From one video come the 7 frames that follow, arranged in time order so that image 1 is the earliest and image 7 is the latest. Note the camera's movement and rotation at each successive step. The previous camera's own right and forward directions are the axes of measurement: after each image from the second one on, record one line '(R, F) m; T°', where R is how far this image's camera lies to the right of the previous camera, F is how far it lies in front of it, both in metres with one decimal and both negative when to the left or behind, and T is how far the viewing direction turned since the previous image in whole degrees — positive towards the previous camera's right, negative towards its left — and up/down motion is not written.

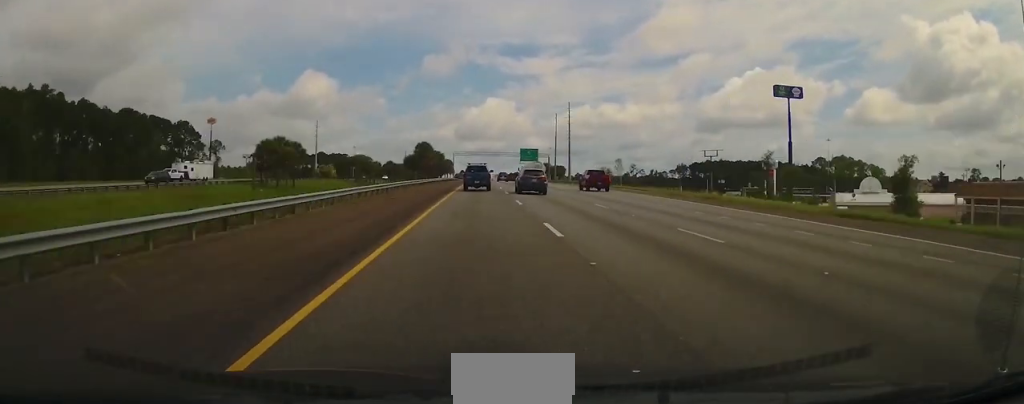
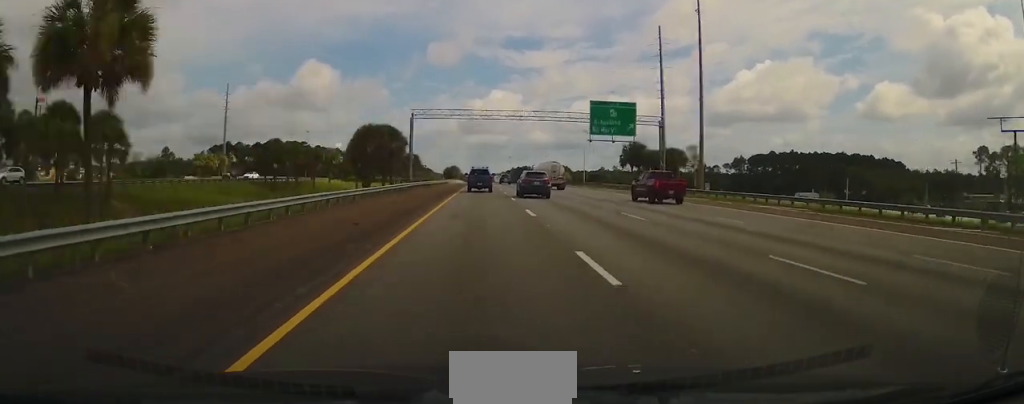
(+0.6, +108.8) m; 0°
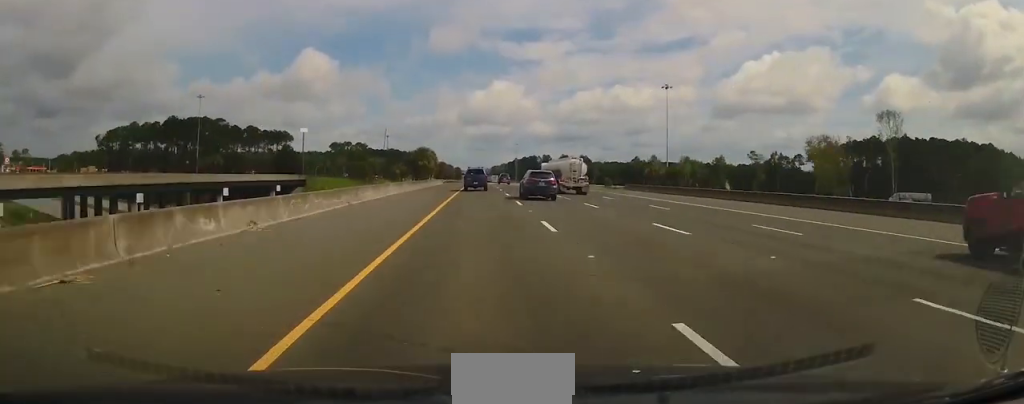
(+0.1, +112.0) m; 0°
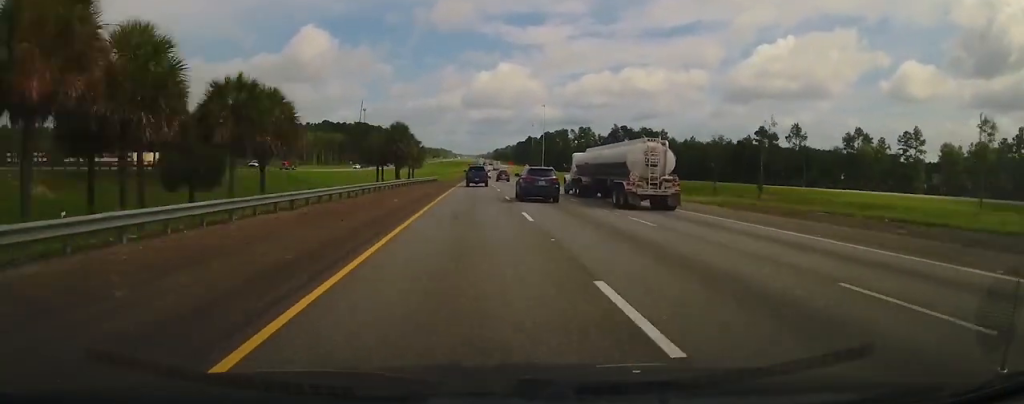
(-1.3, +171.9) m; 0°
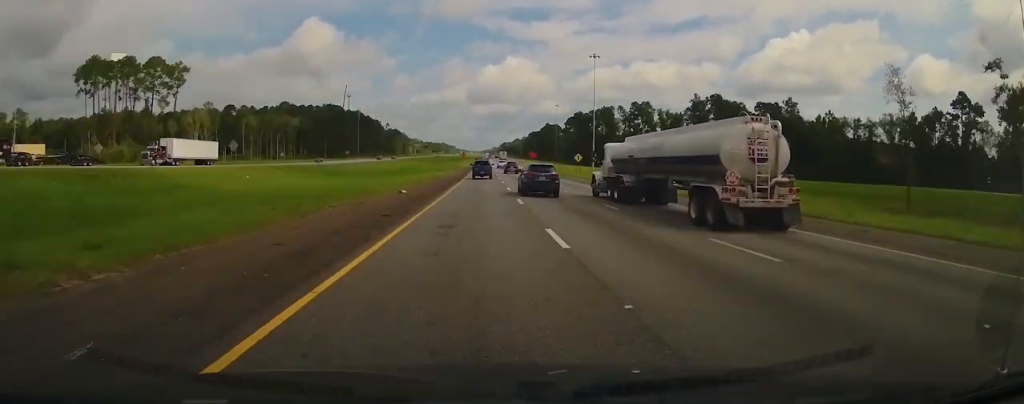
(+0.1, +102.8) m; 0°
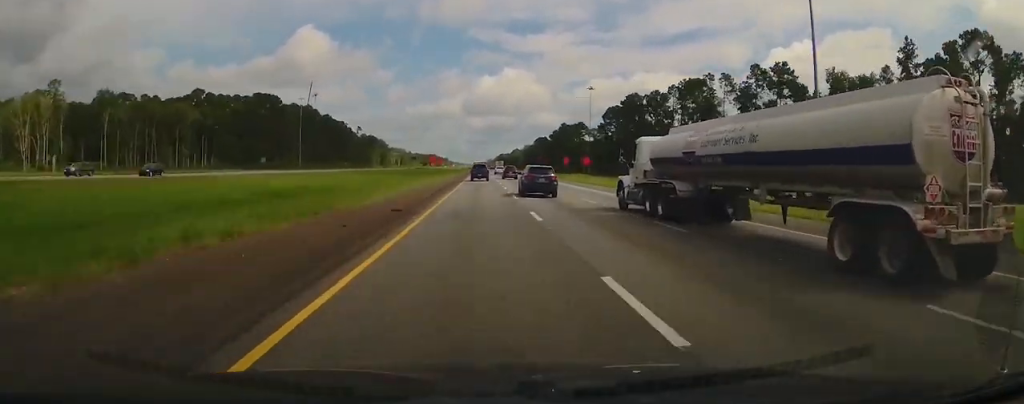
(+0.4, +103.8) m; 0°
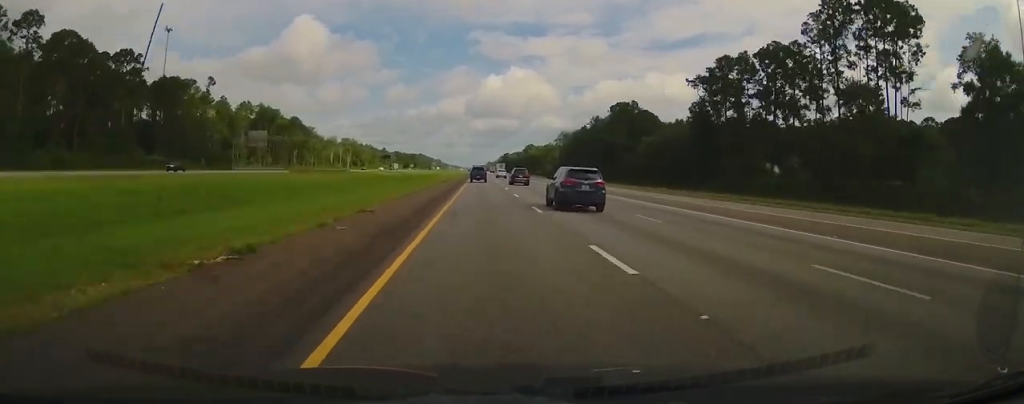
(-0.2, +238.3) m; 0°
